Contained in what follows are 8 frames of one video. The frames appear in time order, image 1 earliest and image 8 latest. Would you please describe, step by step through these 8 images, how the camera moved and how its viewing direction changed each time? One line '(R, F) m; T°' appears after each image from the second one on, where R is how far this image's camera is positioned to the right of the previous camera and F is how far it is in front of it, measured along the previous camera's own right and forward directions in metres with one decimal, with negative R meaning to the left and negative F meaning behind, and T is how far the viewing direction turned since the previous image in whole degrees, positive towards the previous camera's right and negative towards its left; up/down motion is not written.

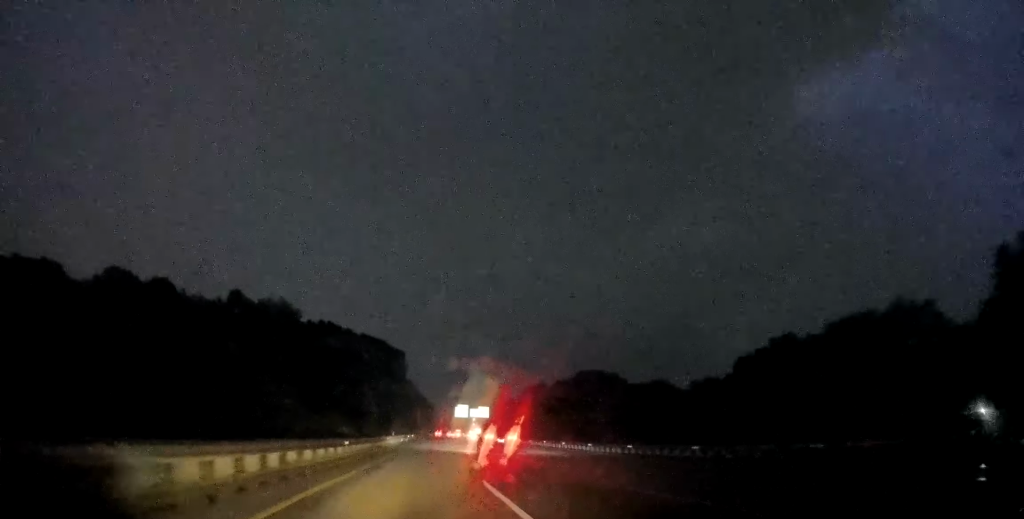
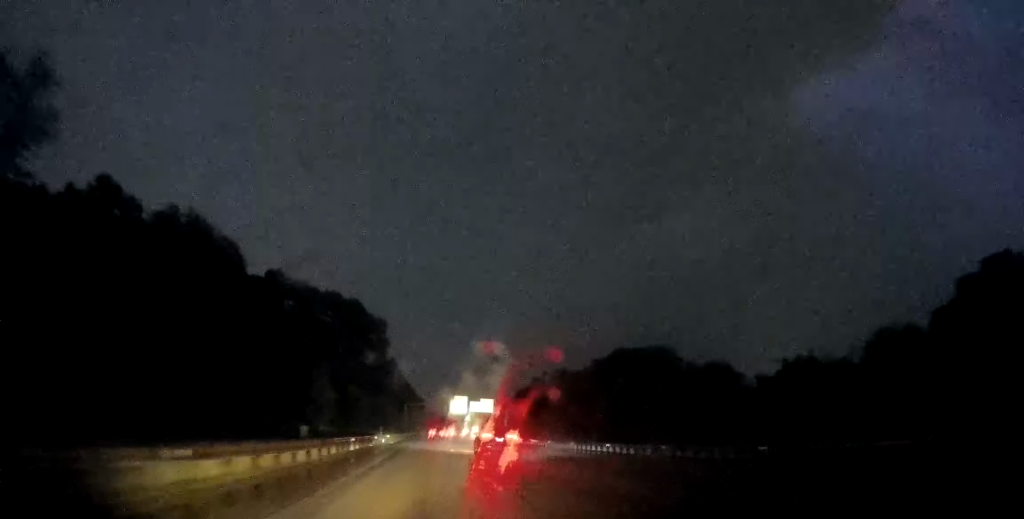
(-0.7, +35.5) m; 0°
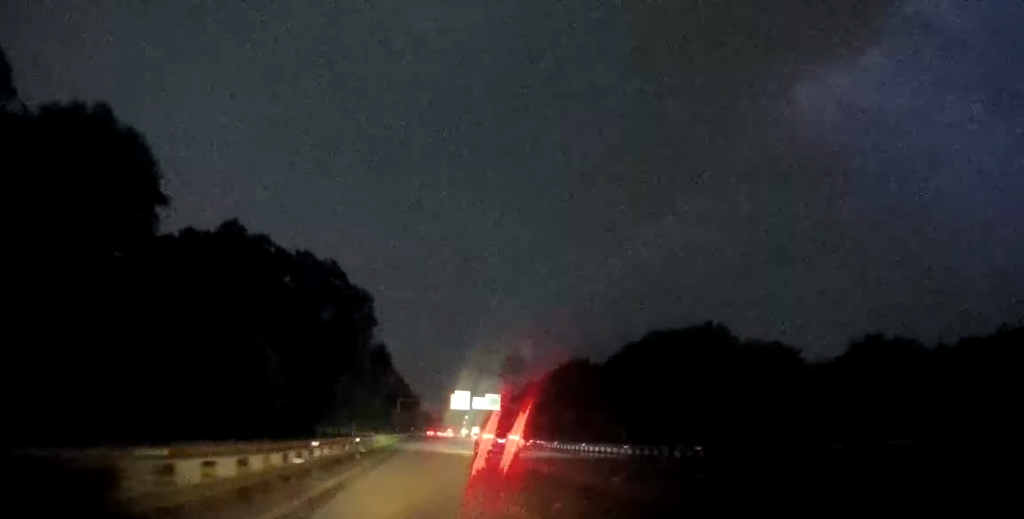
(+0.4, +19.8) m; +1°
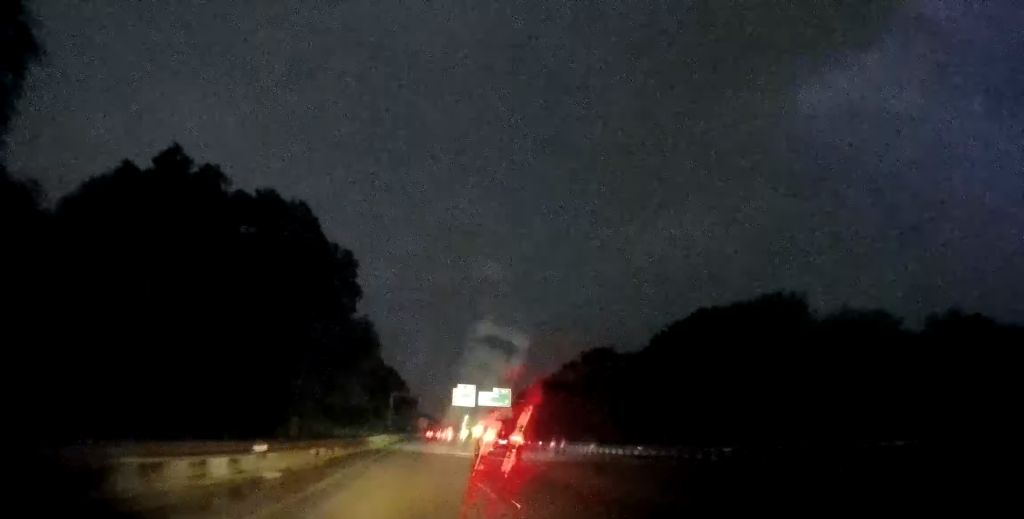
(+0.1, +17.8) m; 0°
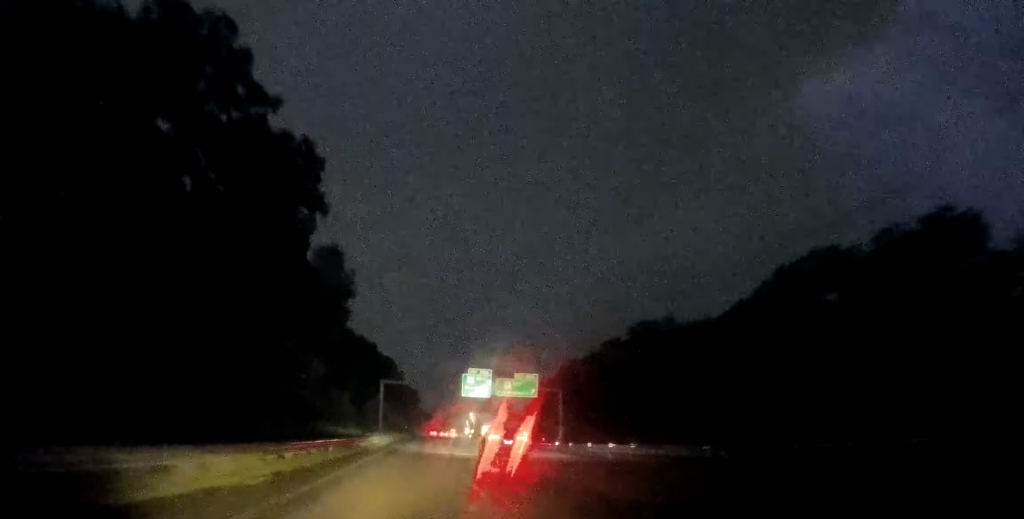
(+0.1, +25.1) m; 0°
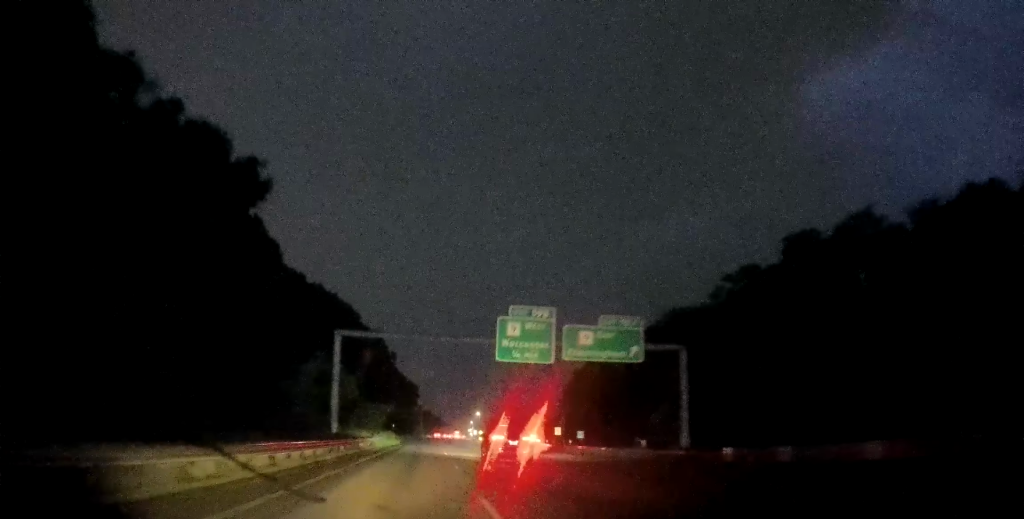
(-0.4, +41.1) m; -1°
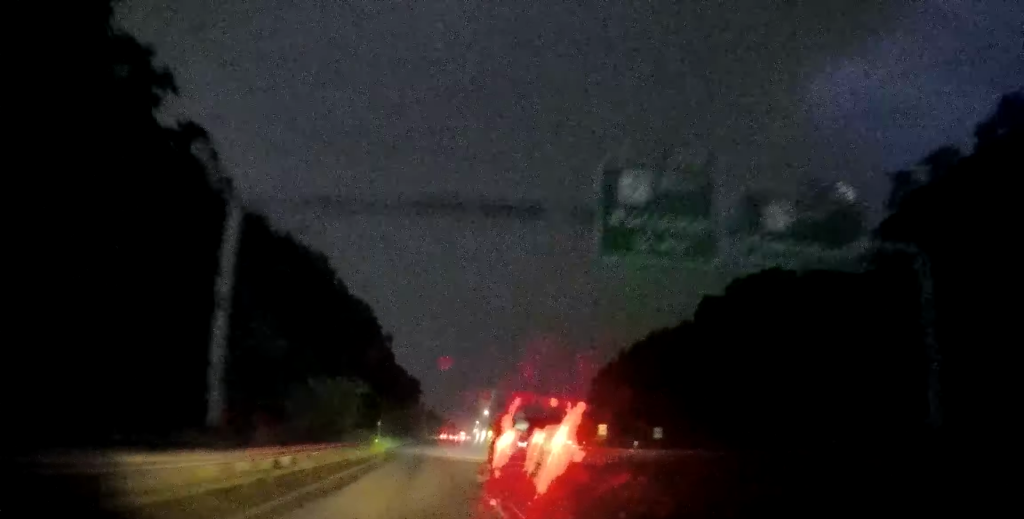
(-0.2, +23.1) m; +1°
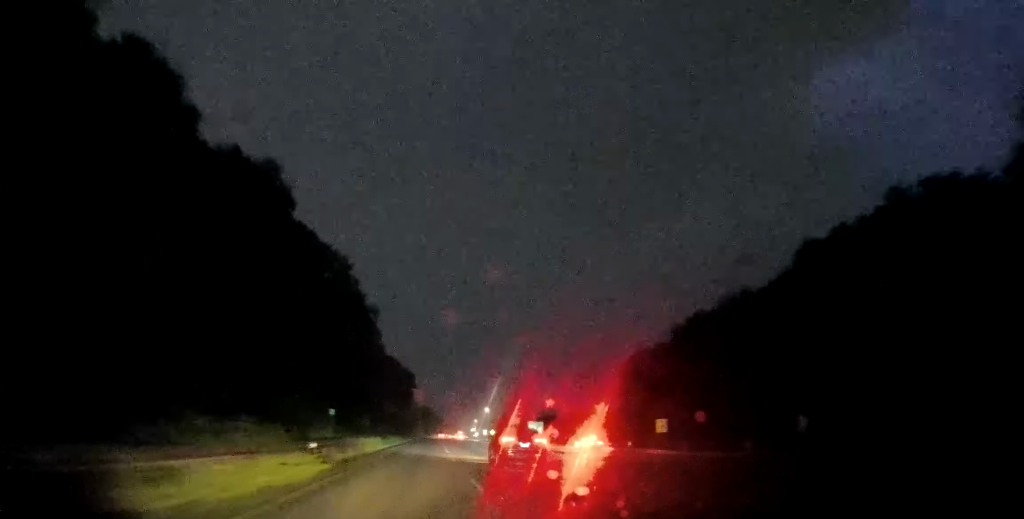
(+0.5, +19.9) m; 0°
